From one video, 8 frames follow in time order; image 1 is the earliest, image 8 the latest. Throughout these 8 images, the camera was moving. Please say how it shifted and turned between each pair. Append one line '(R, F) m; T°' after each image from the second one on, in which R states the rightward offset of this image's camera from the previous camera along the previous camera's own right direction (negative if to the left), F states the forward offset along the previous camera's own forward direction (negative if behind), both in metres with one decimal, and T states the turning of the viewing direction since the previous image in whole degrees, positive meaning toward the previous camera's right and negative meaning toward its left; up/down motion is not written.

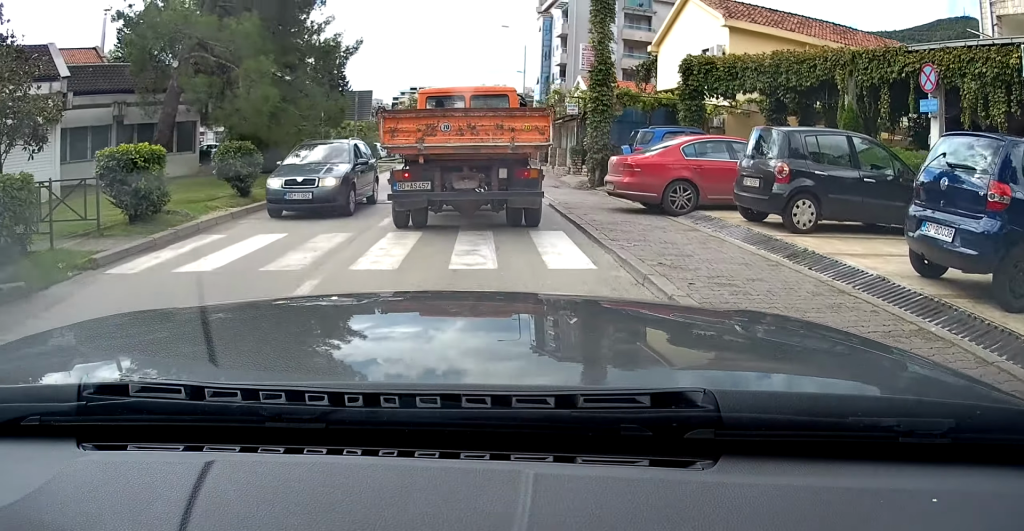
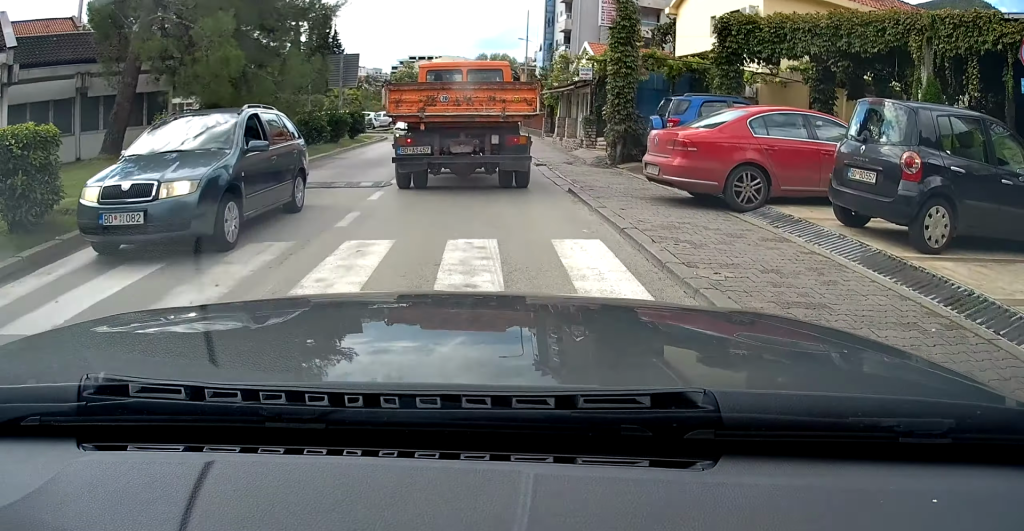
(+0.1, +3.5) m; 0°
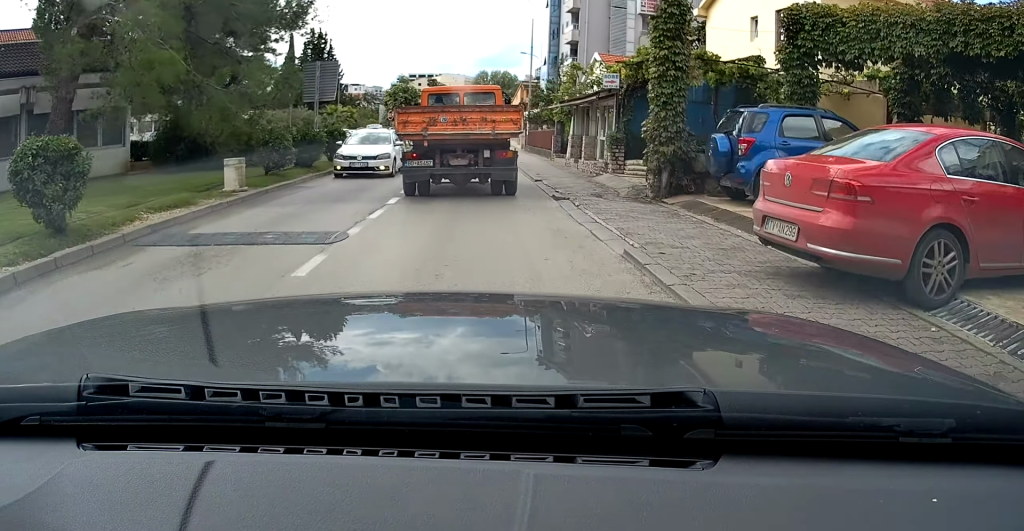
(+0.1, +4.9) m; 0°
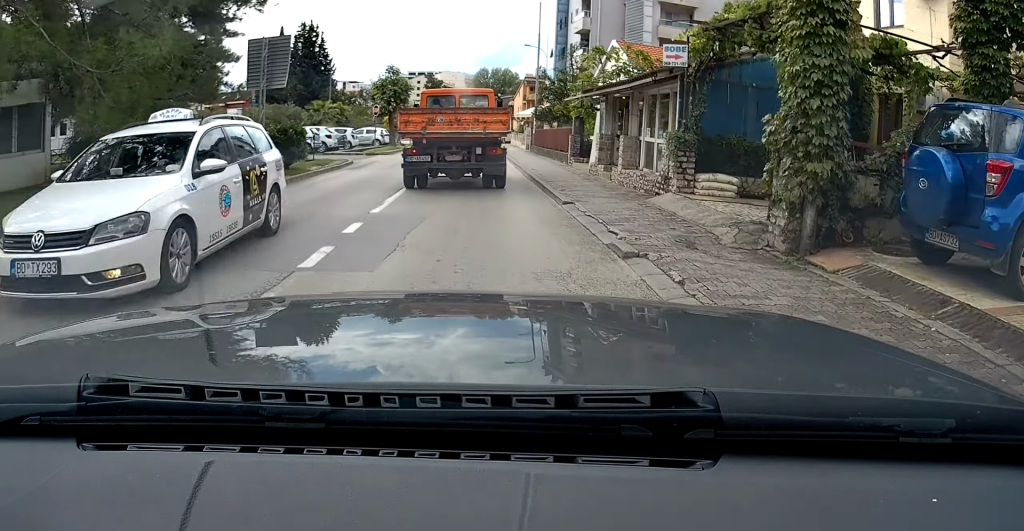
(-0.2, +6.0) m; 0°
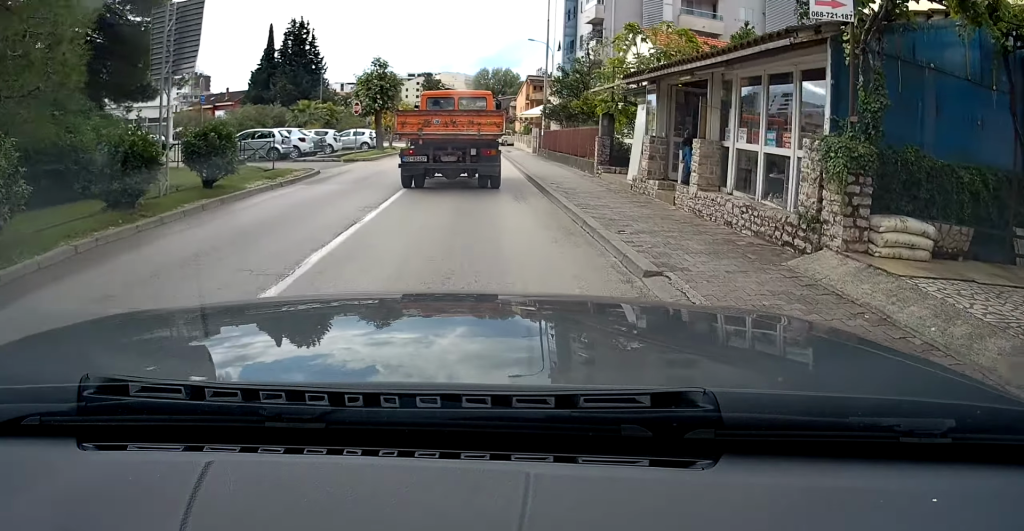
(0.0, +5.3) m; 0°
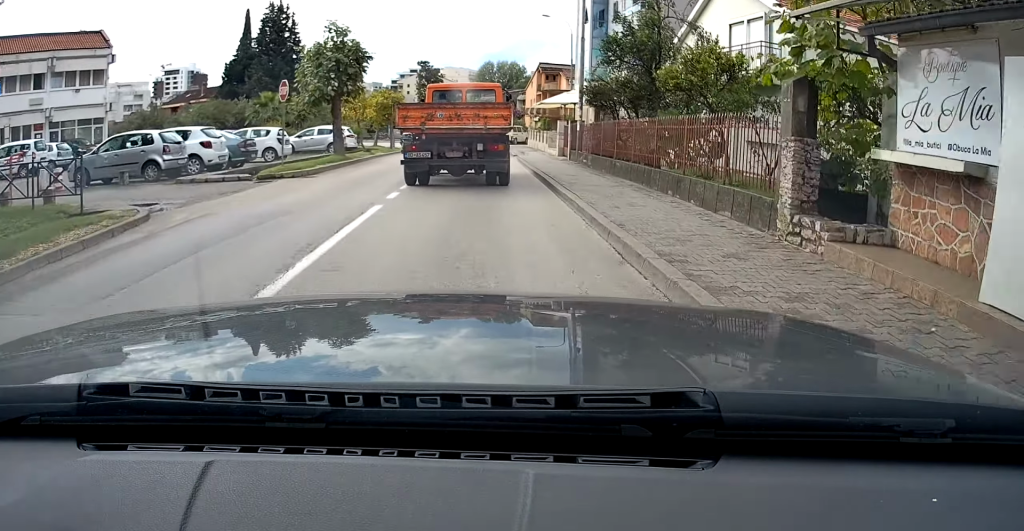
(0.0, +10.8) m; -1°
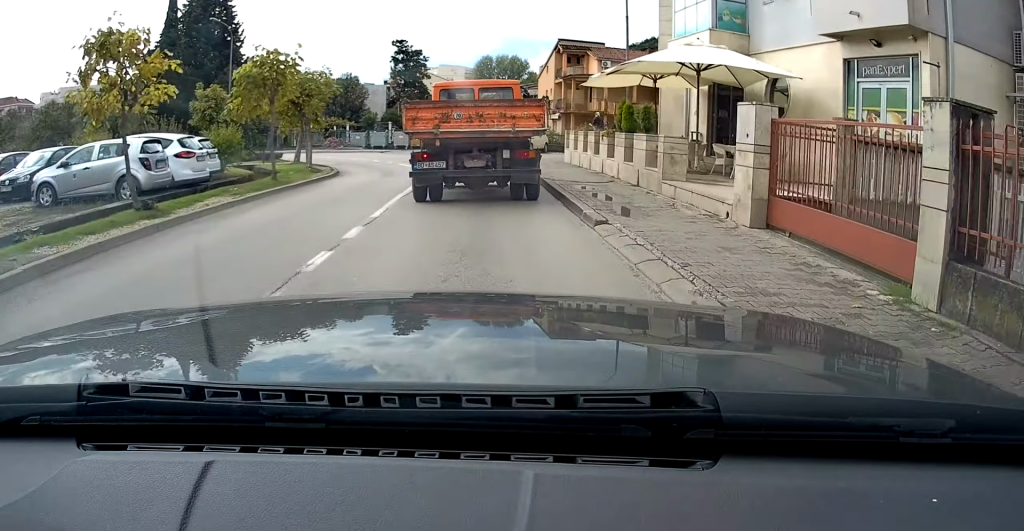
(+0.2, +23.1) m; 0°
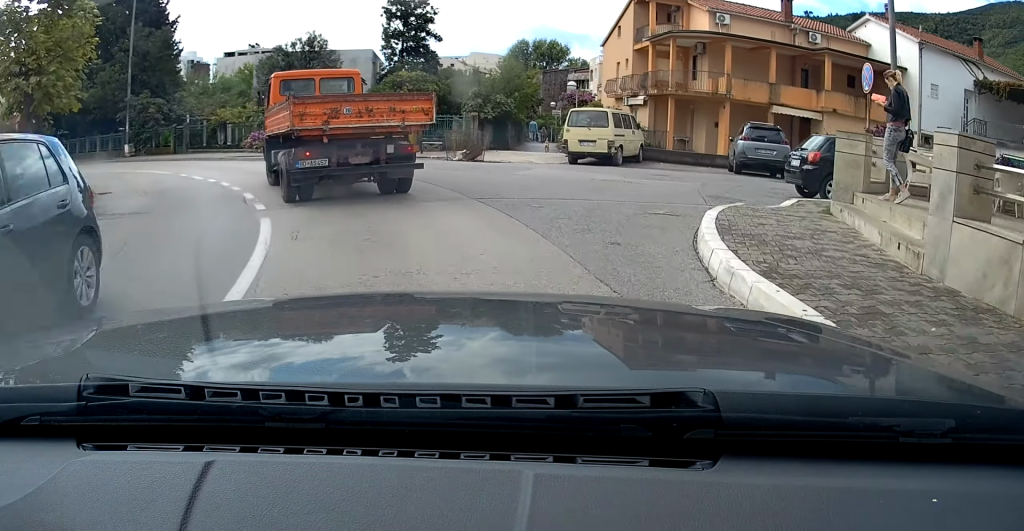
(-2.2, +27.6) m; -18°
